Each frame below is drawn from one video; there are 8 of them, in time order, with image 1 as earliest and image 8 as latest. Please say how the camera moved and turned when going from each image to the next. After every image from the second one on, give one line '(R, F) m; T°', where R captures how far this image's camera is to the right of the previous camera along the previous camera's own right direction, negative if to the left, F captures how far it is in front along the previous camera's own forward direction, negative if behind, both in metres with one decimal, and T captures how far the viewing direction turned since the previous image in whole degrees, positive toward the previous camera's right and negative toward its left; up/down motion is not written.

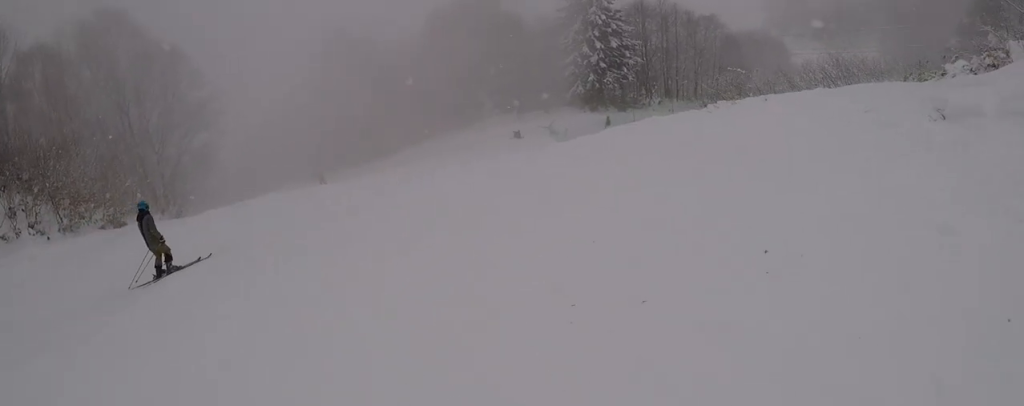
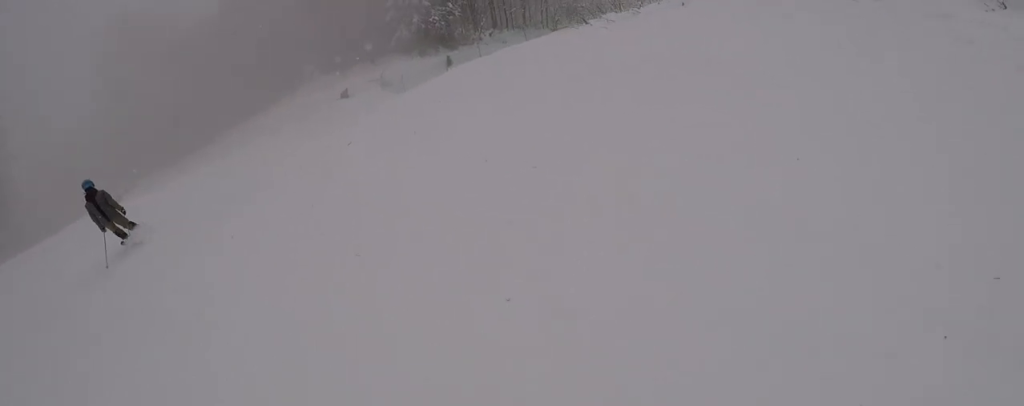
(+0.3, +4.3) m; +4°
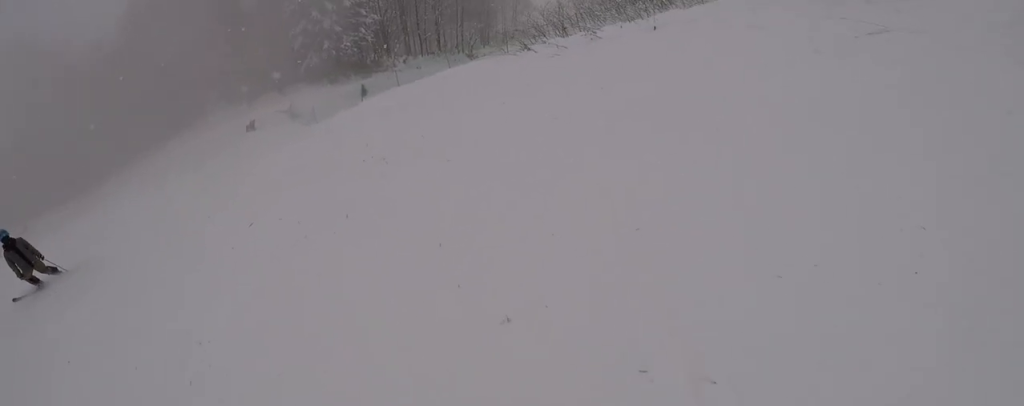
(0.0, +2.9) m; -1°
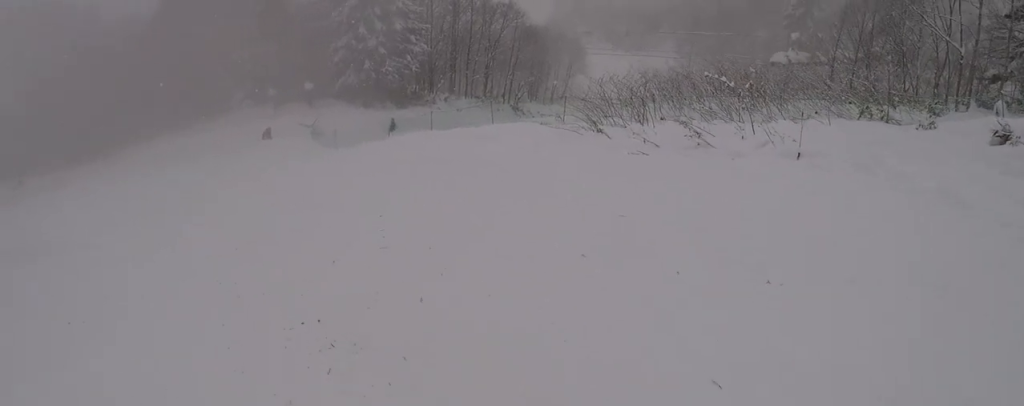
(0.0, +4.3) m; -11°
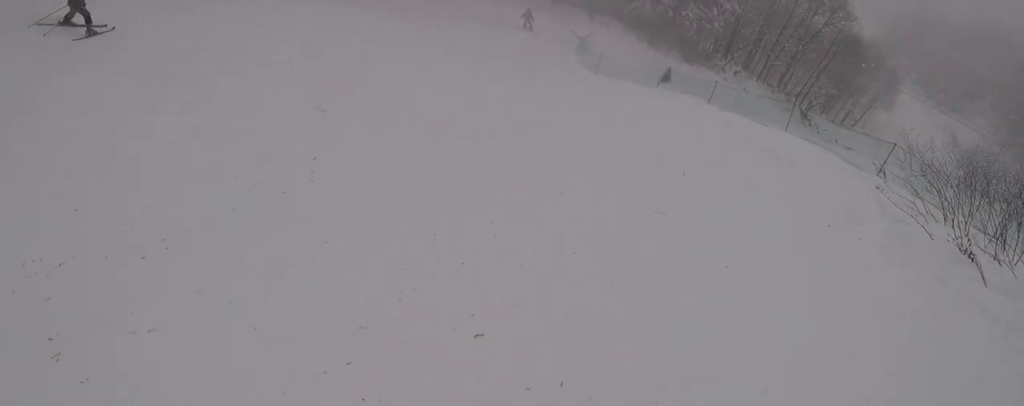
(-0.3, +4.9) m; -22°
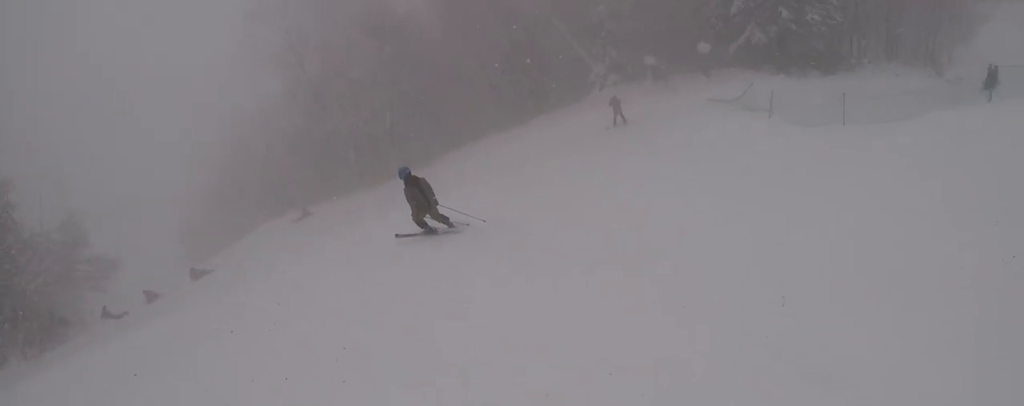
(-2.3, +13.6) m; +18°
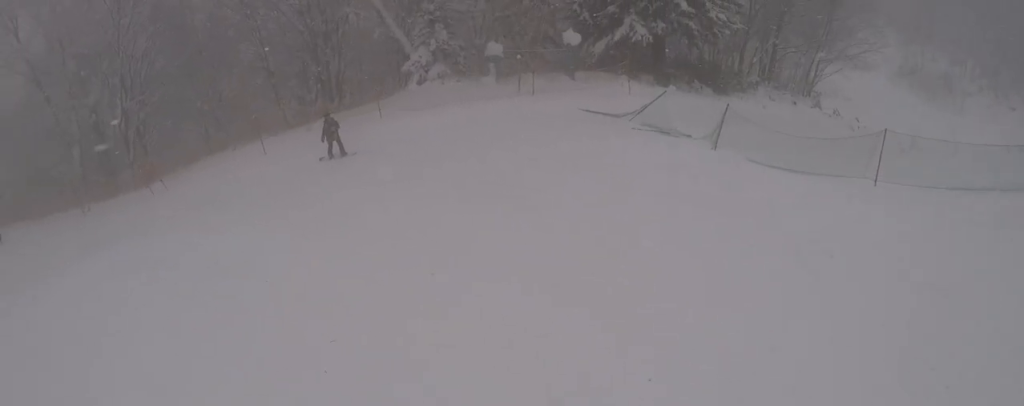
(+3.1, +10.7) m; +8°
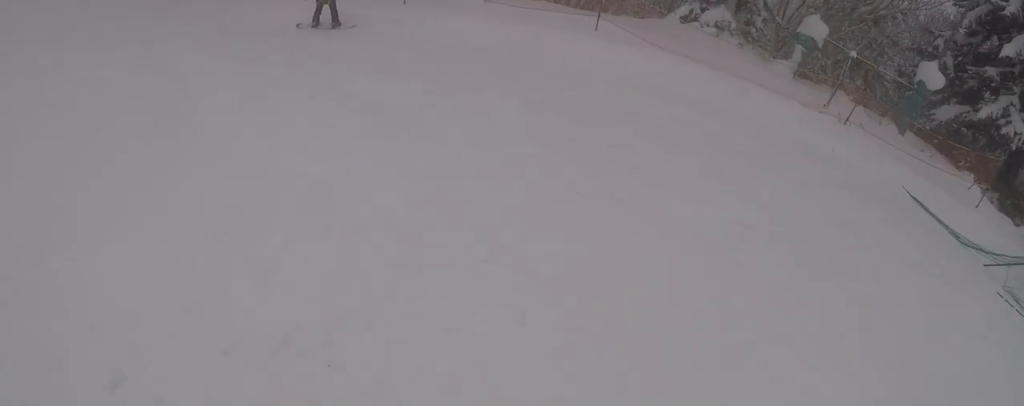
(-1.0, +6.3) m; -28°
